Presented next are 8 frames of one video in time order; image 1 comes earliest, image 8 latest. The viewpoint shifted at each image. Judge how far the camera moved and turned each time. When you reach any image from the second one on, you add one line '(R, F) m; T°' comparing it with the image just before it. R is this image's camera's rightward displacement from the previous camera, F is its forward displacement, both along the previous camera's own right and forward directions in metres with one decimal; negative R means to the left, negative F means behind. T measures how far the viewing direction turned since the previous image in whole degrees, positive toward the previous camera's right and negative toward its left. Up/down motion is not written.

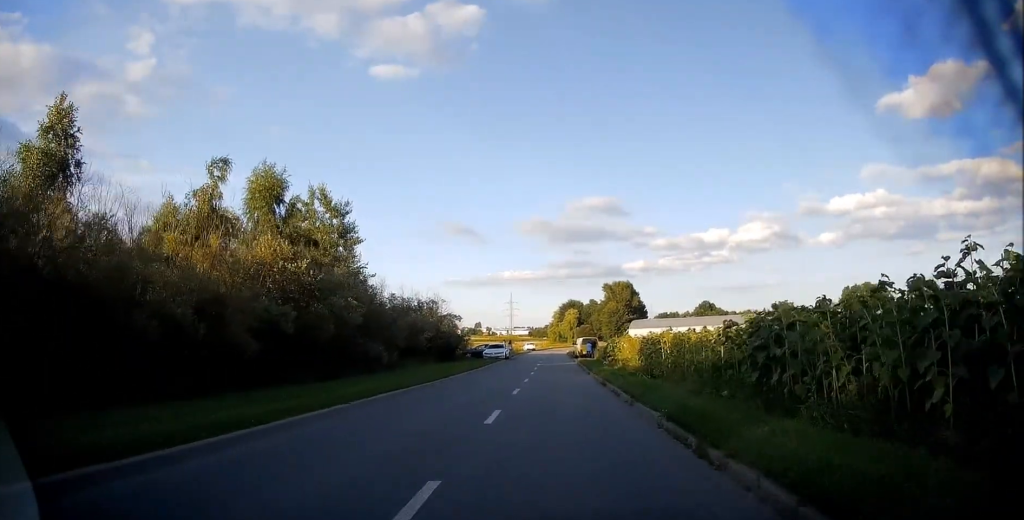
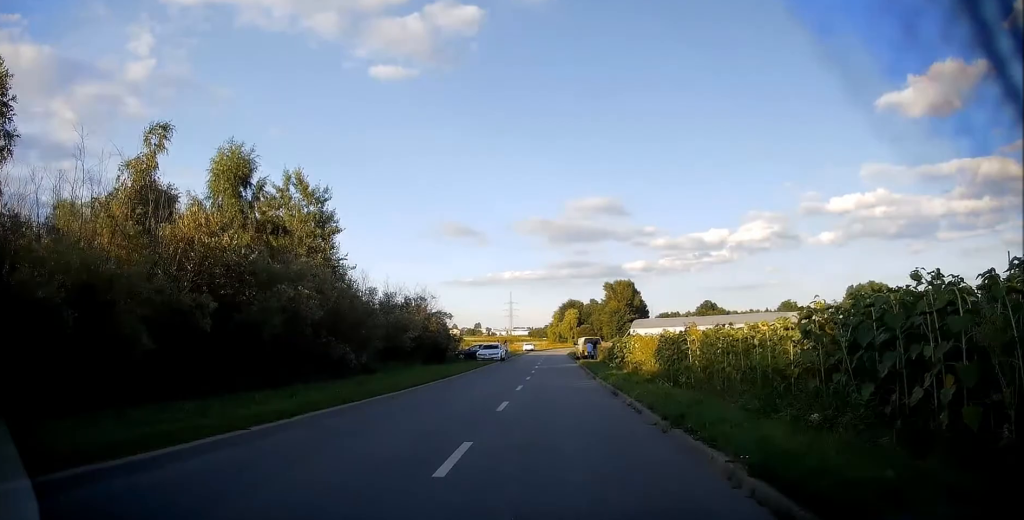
(+0.4, +4.5) m; +1°
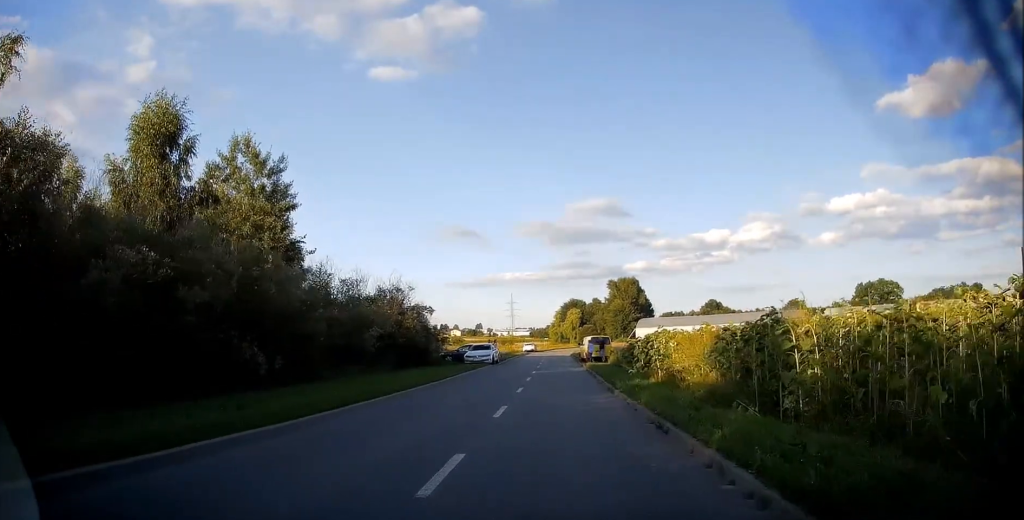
(-0.4, +7.5) m; -4°
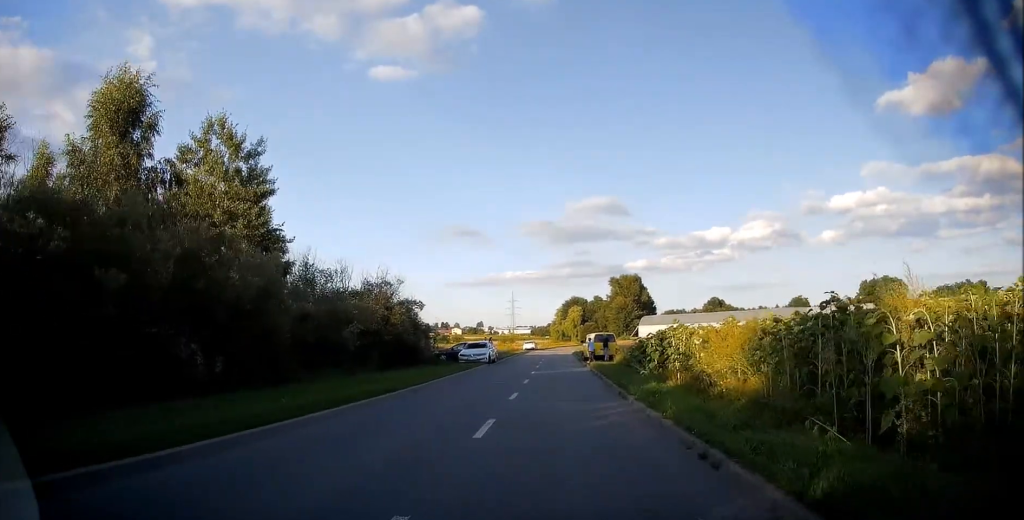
(0.0, +2.9) m; +1°
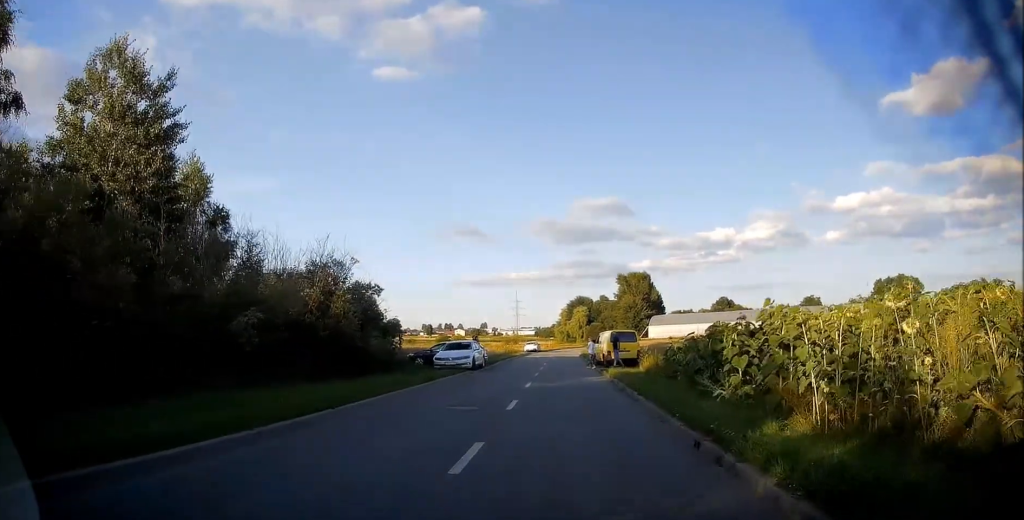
(+0.4, +8.7) m; +1°
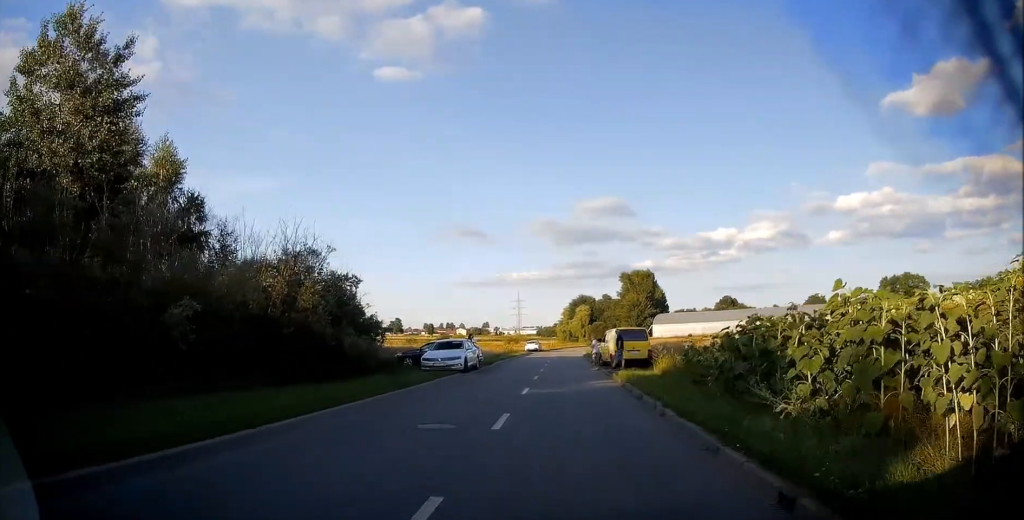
(-0.2, +2.9) m; -1°
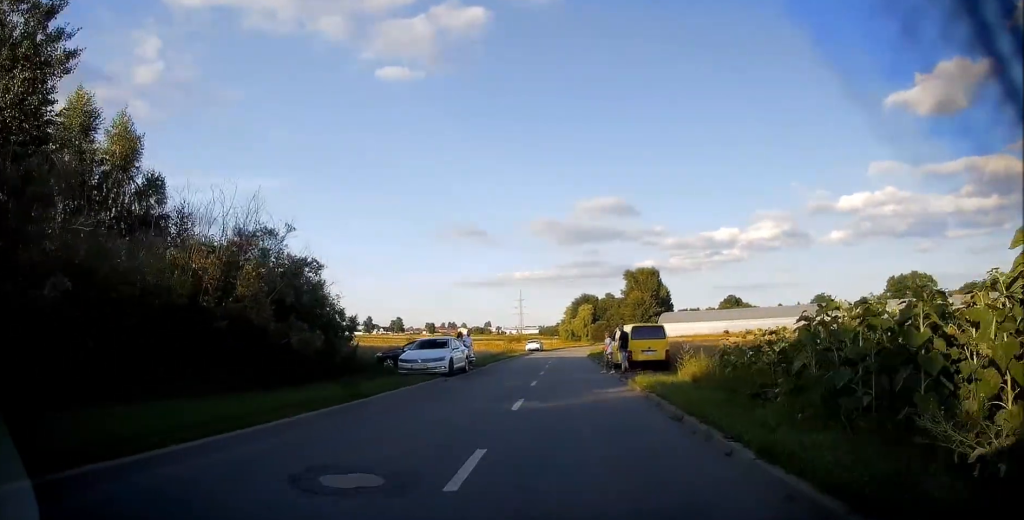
(-0.1, +3.8) m; 0°
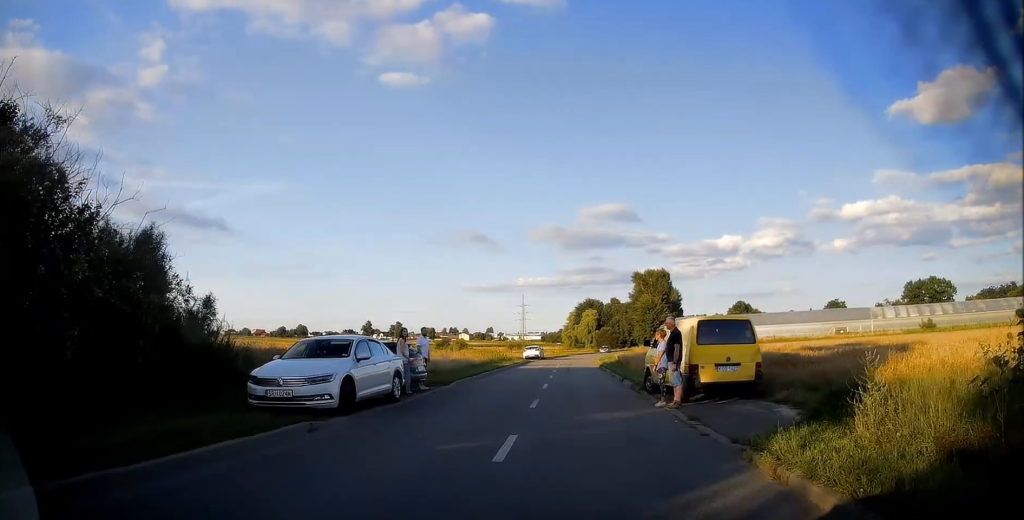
(+0.2, +10.7) m; -1°
